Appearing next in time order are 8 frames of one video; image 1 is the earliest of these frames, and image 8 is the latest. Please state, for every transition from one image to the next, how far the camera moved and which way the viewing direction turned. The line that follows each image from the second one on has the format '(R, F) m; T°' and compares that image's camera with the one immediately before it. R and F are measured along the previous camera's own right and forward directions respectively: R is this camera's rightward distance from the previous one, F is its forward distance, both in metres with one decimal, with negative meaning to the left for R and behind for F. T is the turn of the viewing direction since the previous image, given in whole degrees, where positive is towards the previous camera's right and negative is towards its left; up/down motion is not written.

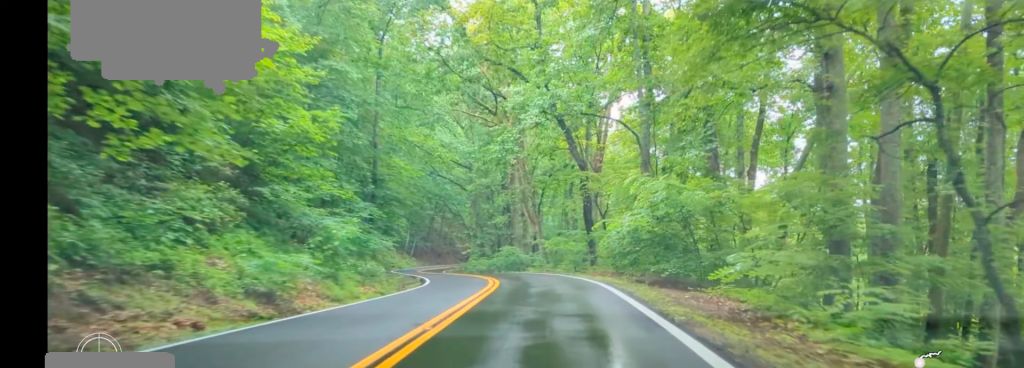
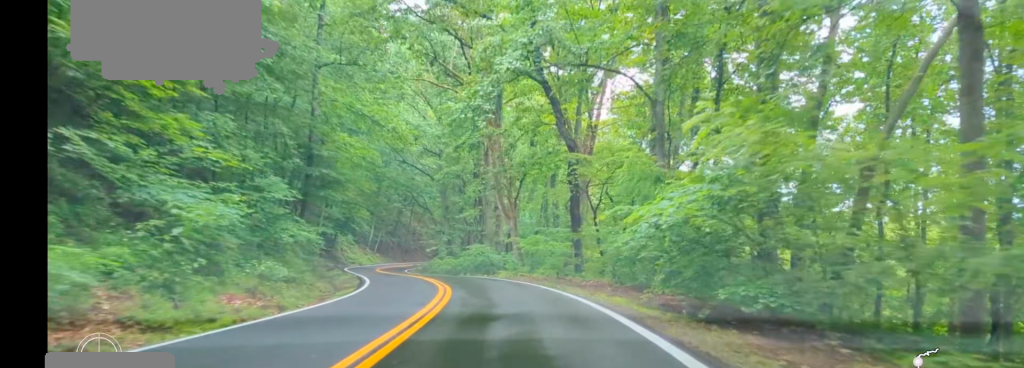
(+0.2, +8.3) m; +2°
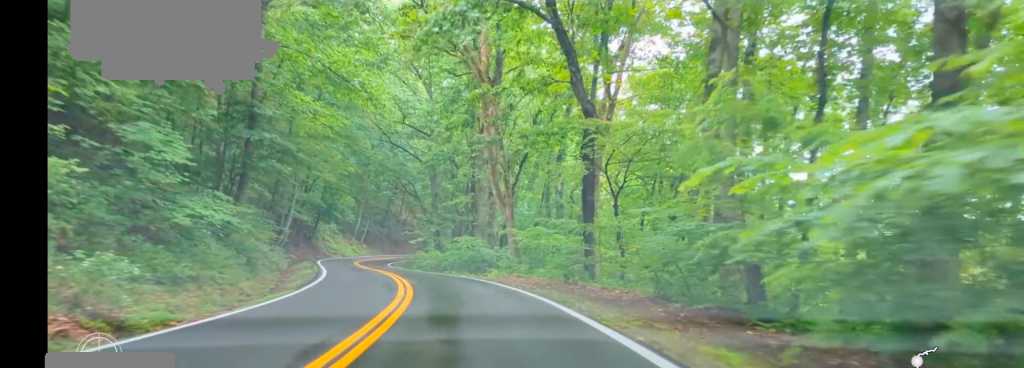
(+0.3, +7.9) m; 0°
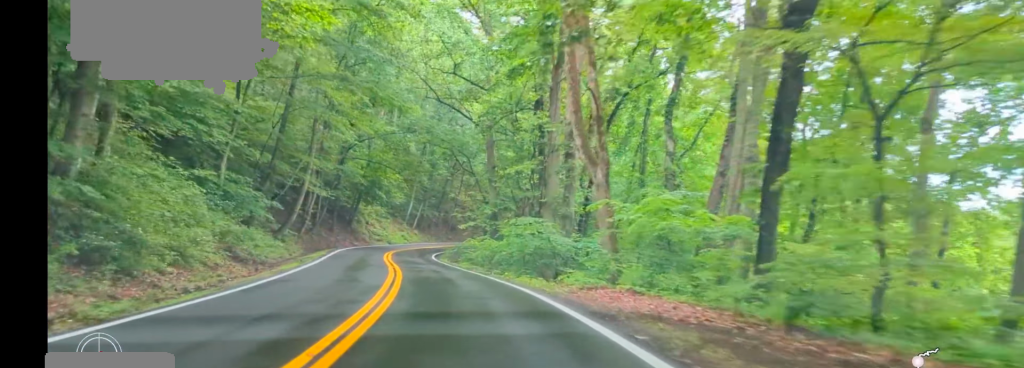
(-0.7, +15.0) m; -5°
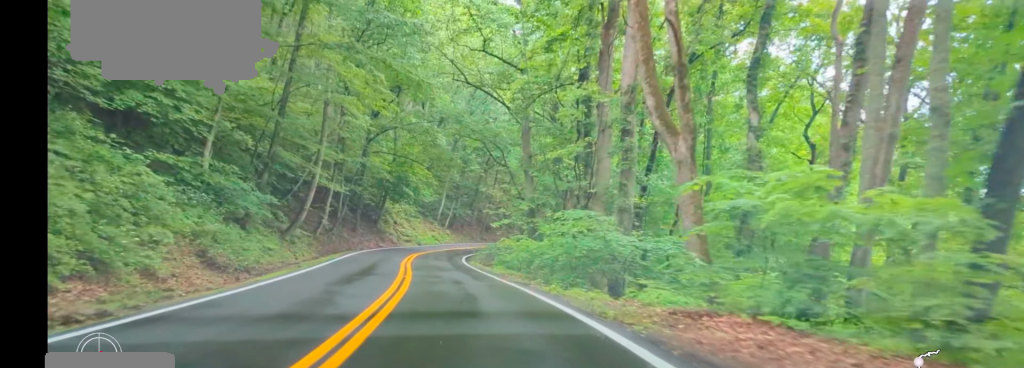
(-0.2, +6.2) m; -1°
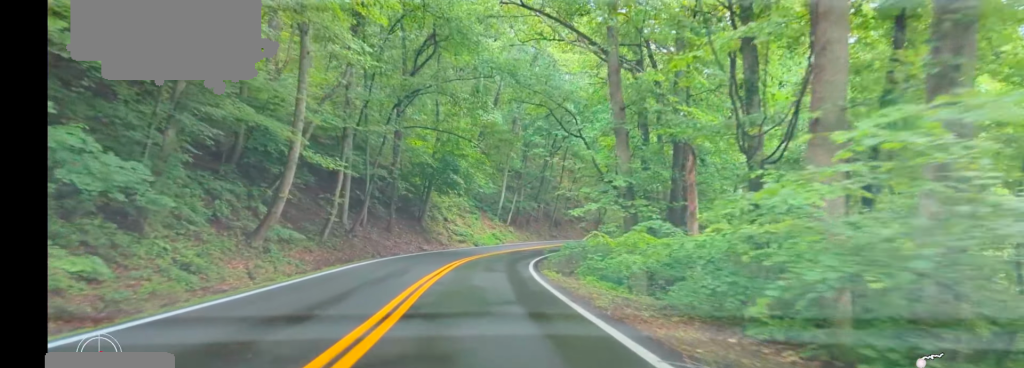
(-0.3, +15.4) m; -5°
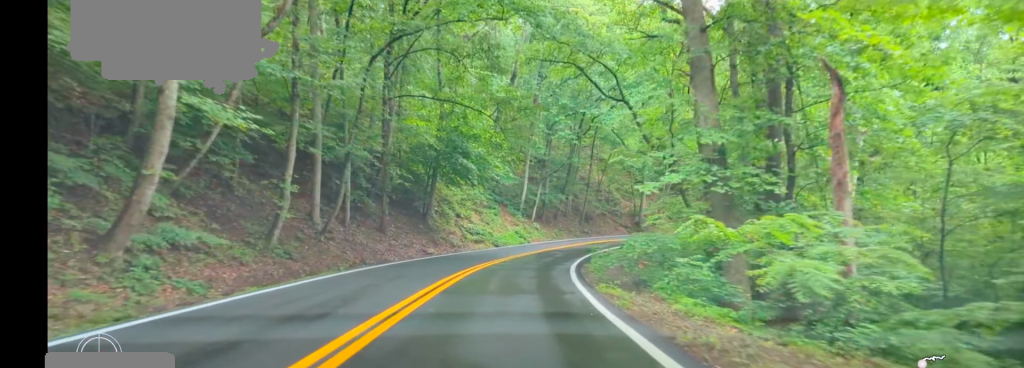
(-0.7, +10.3) m; -2°
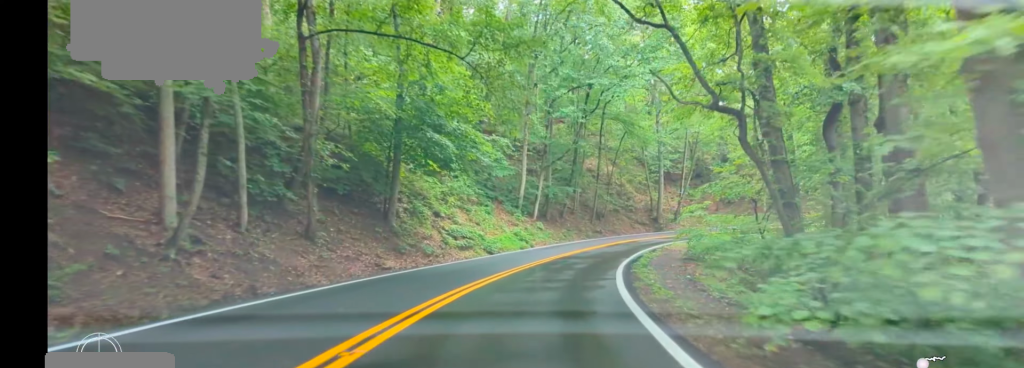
(0.0, +12.4) m; +2°
